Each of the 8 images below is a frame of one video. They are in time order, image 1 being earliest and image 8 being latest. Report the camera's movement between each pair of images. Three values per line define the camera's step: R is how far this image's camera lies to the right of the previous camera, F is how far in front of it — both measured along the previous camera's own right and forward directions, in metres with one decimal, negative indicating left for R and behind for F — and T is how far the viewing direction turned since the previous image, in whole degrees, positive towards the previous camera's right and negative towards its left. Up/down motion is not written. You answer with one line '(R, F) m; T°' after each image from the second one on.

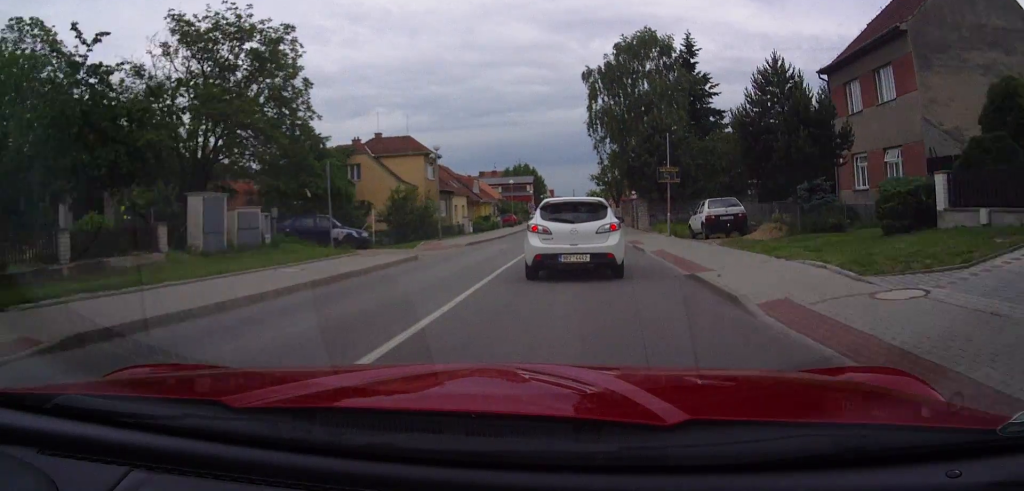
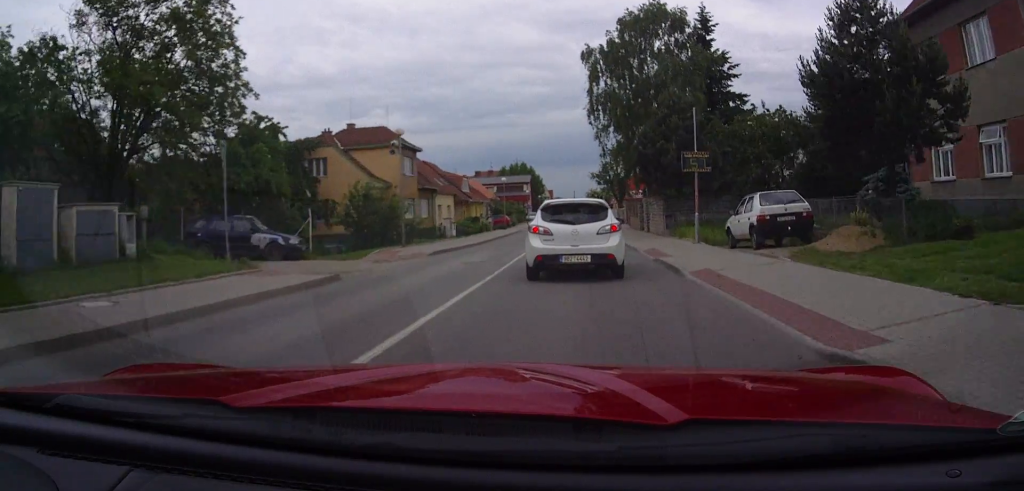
(0.0, +7.3) m; 0°
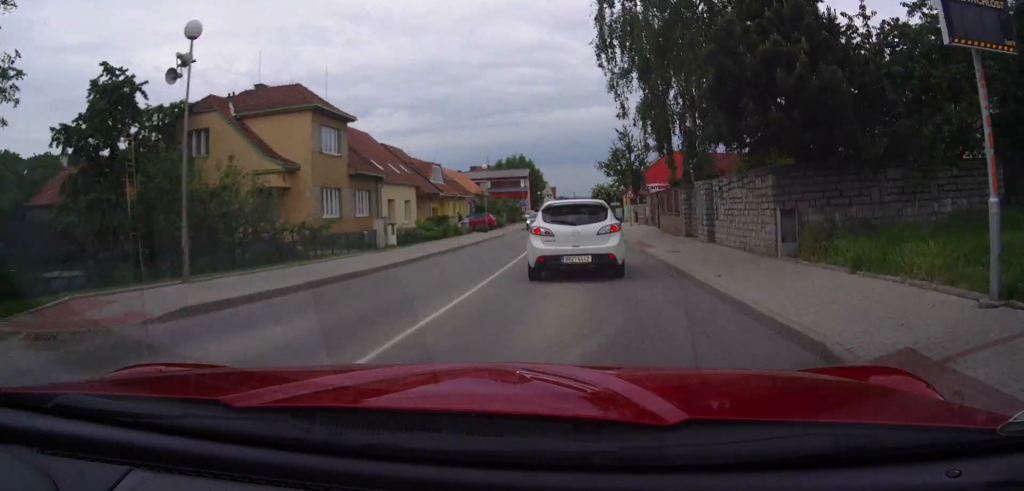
(-0.1, +16.5) m; 0°
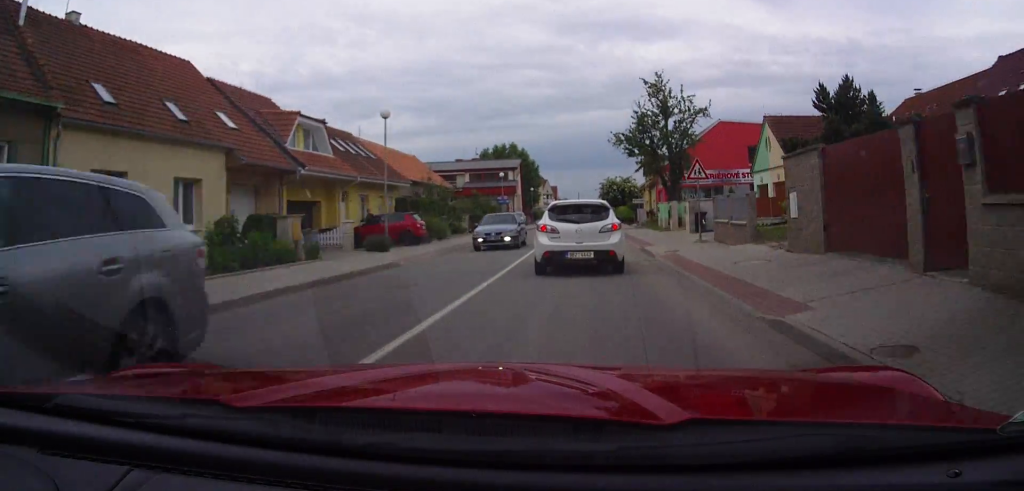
(+0.3, +25.3) m; +1°
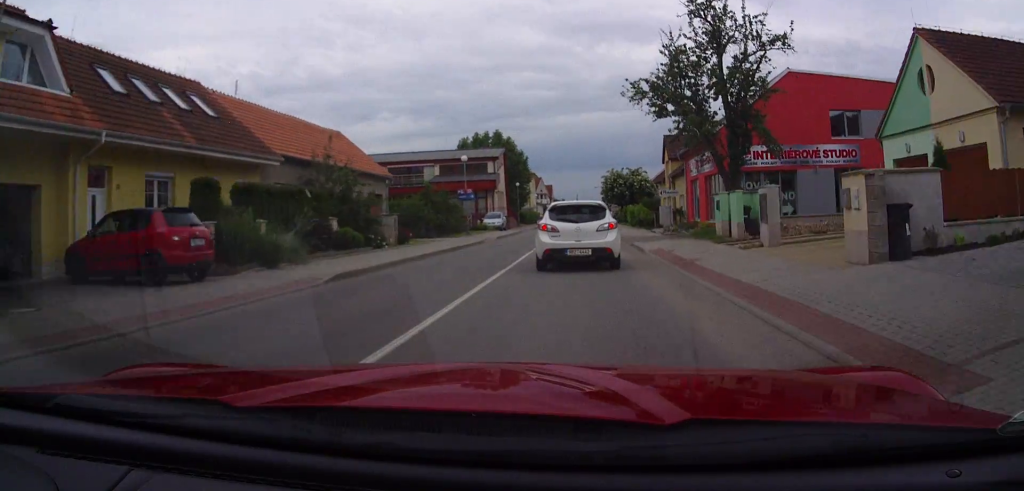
(-0.1, +18.8) m; -1°
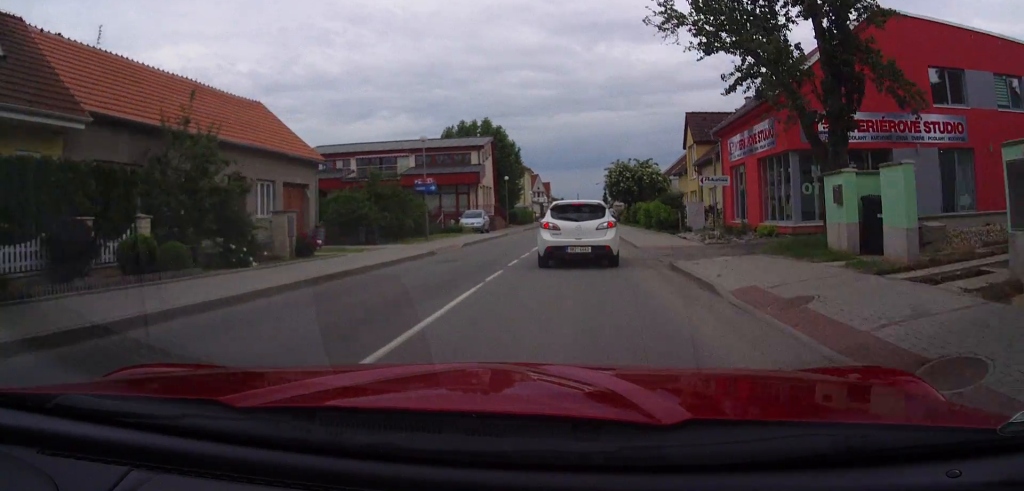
(-0.1, +12.1) m; 0°
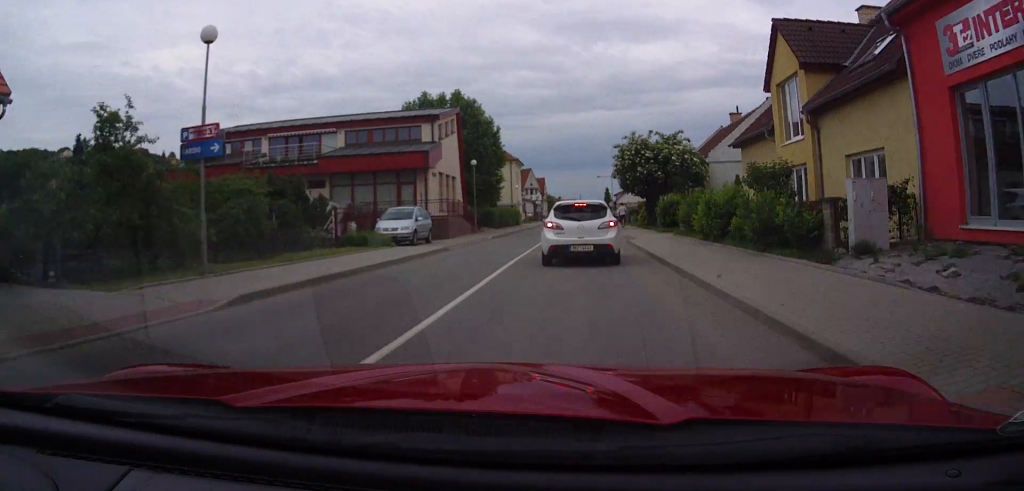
(0.0, +19.3) m; 0°
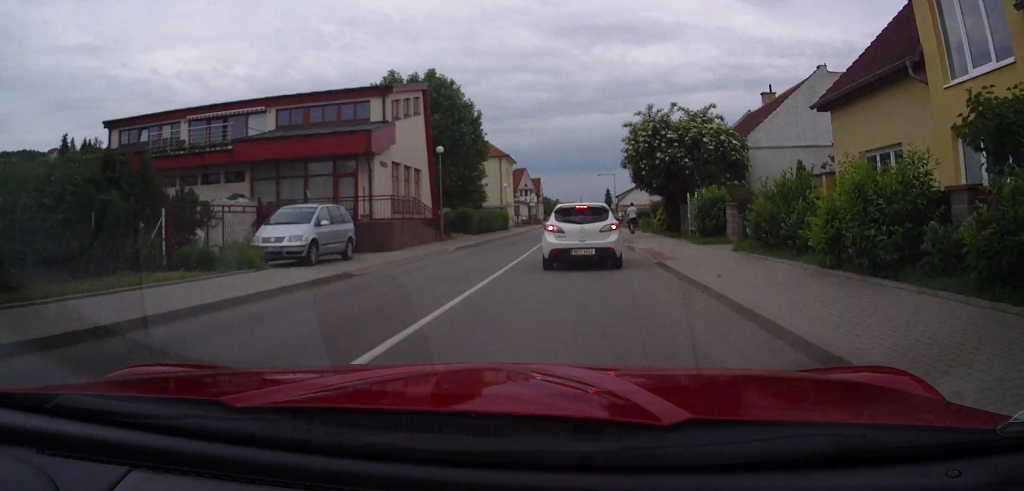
(0.0, +10.8) m; 0°
